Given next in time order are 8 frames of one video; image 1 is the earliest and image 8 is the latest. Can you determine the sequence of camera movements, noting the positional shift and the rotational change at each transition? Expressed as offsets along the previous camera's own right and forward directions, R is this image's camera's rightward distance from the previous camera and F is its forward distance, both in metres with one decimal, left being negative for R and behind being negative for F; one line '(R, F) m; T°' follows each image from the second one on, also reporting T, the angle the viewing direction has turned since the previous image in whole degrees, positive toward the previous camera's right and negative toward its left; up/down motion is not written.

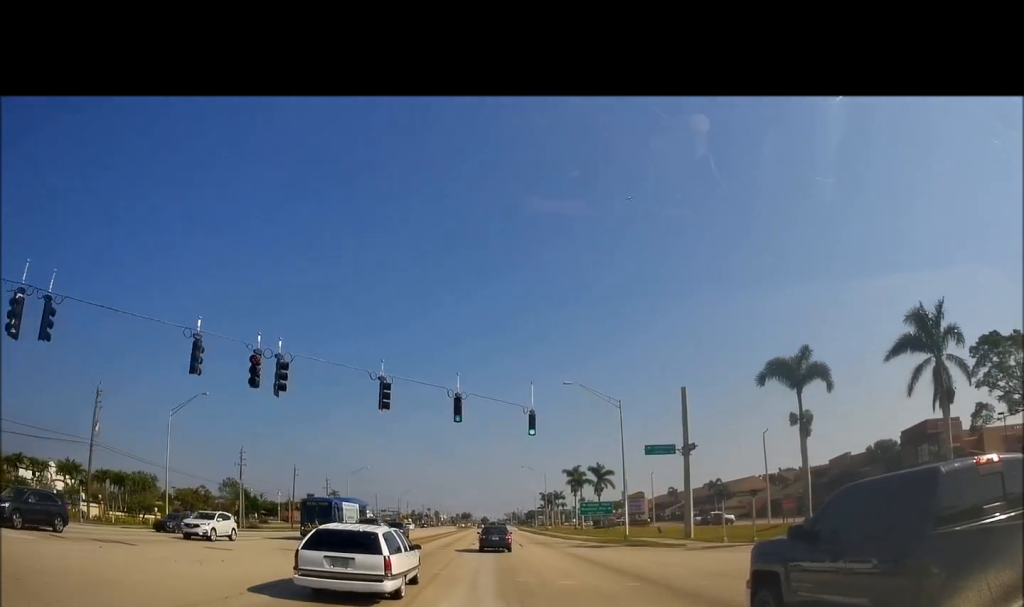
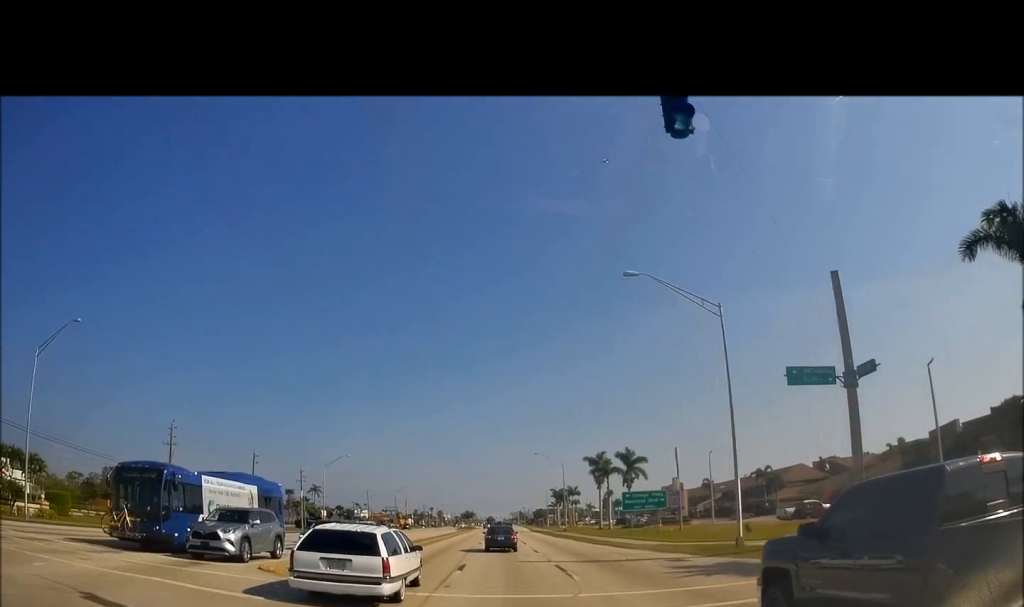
(+0.1, +23.1) m; +1°
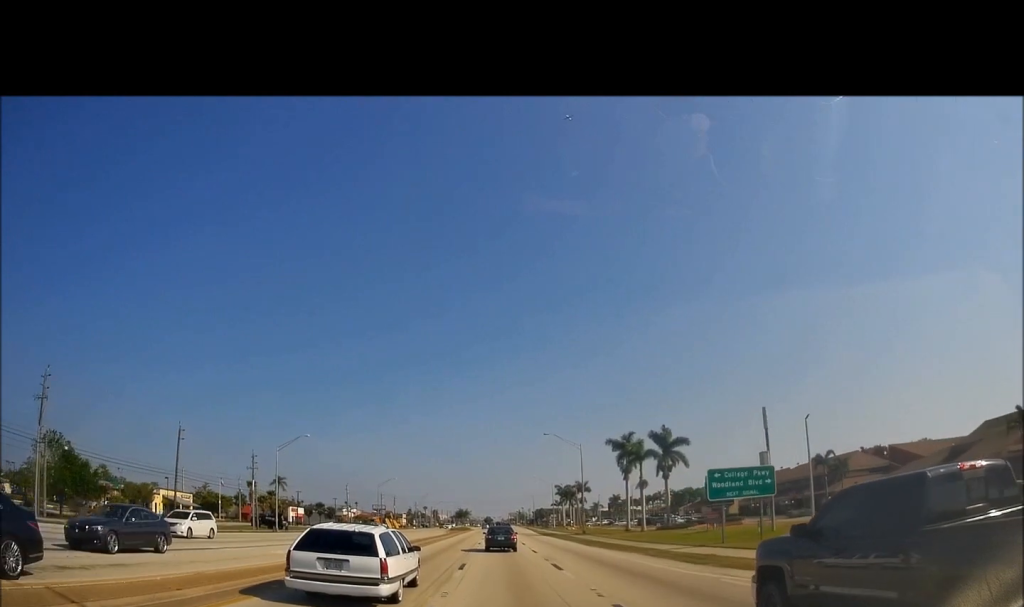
(+0.3, +23.7) m; 0°
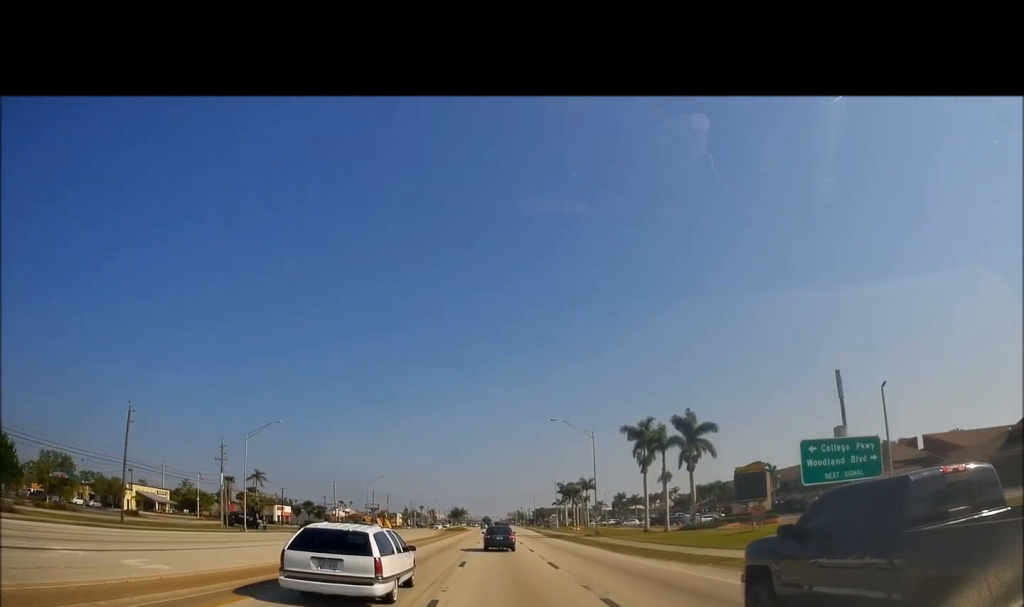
(-0.3, +11.2) m; 0°
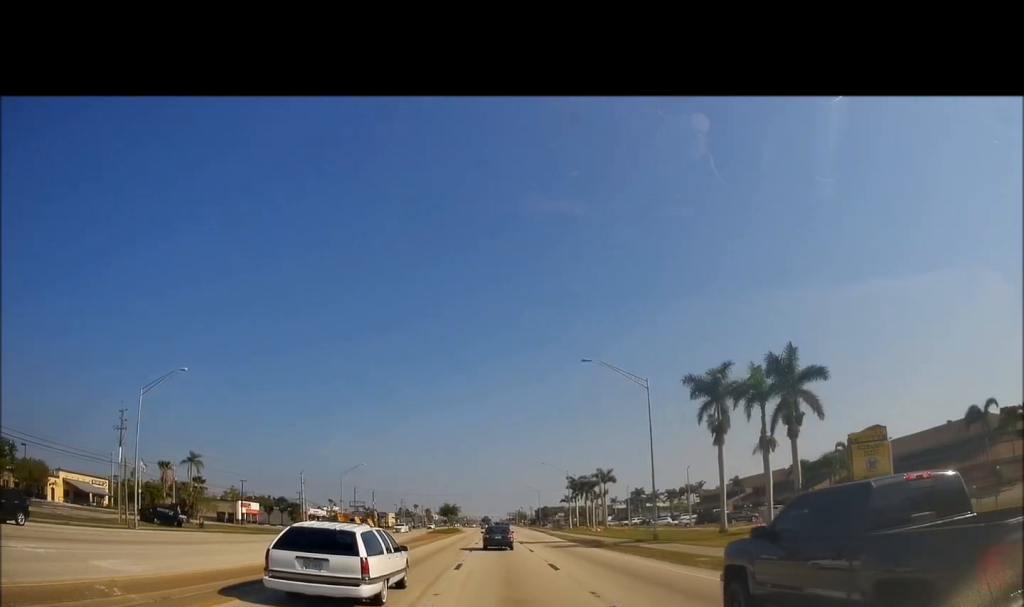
(+0.5, +25.8) m; +1°
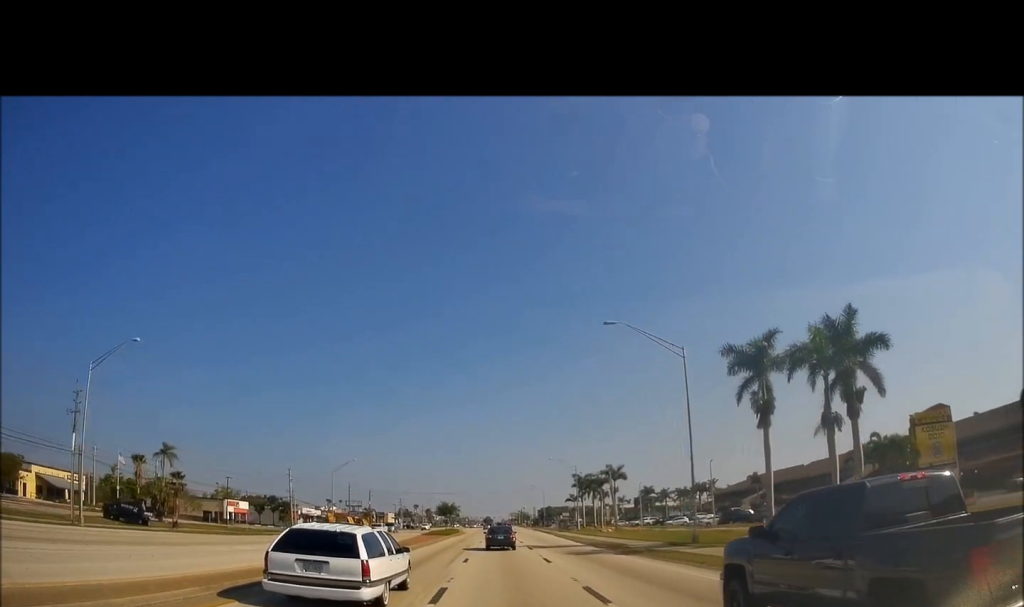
(0.0, +8.6) m; 0°
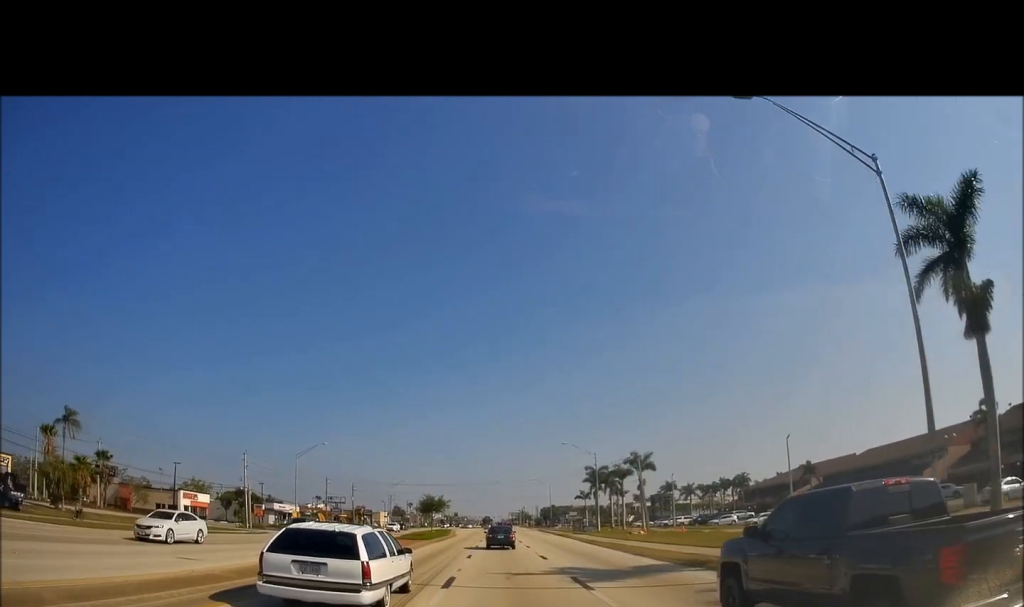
(0.0, +21.7) m; -1°
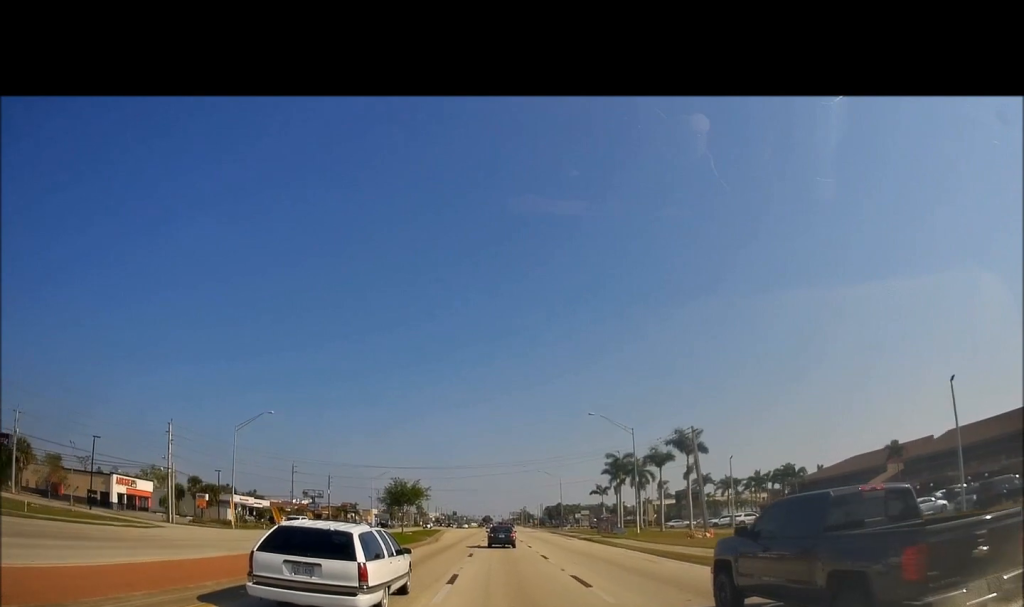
(-0.5, +24.3) m; 0°
